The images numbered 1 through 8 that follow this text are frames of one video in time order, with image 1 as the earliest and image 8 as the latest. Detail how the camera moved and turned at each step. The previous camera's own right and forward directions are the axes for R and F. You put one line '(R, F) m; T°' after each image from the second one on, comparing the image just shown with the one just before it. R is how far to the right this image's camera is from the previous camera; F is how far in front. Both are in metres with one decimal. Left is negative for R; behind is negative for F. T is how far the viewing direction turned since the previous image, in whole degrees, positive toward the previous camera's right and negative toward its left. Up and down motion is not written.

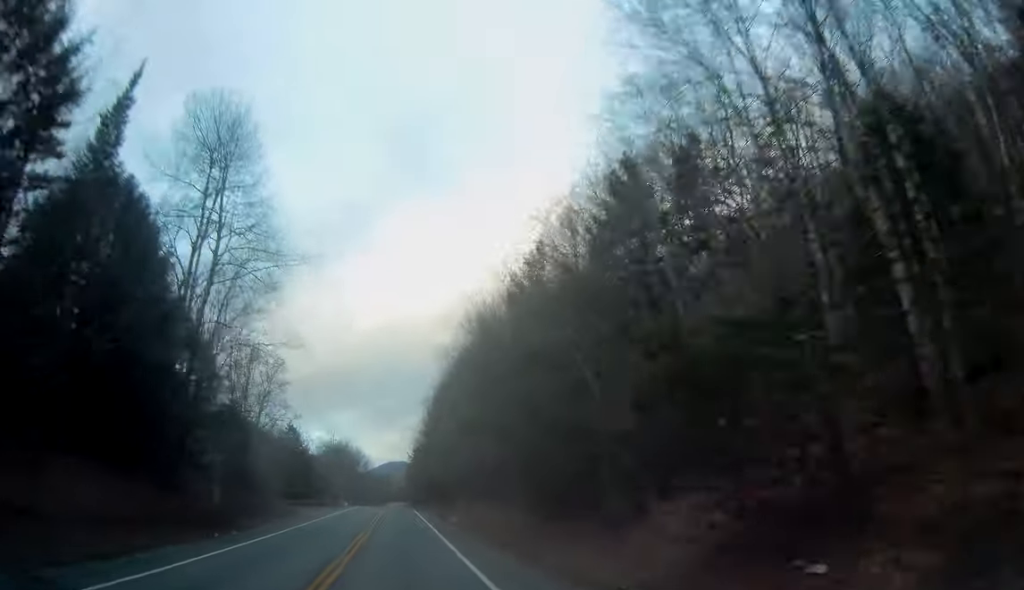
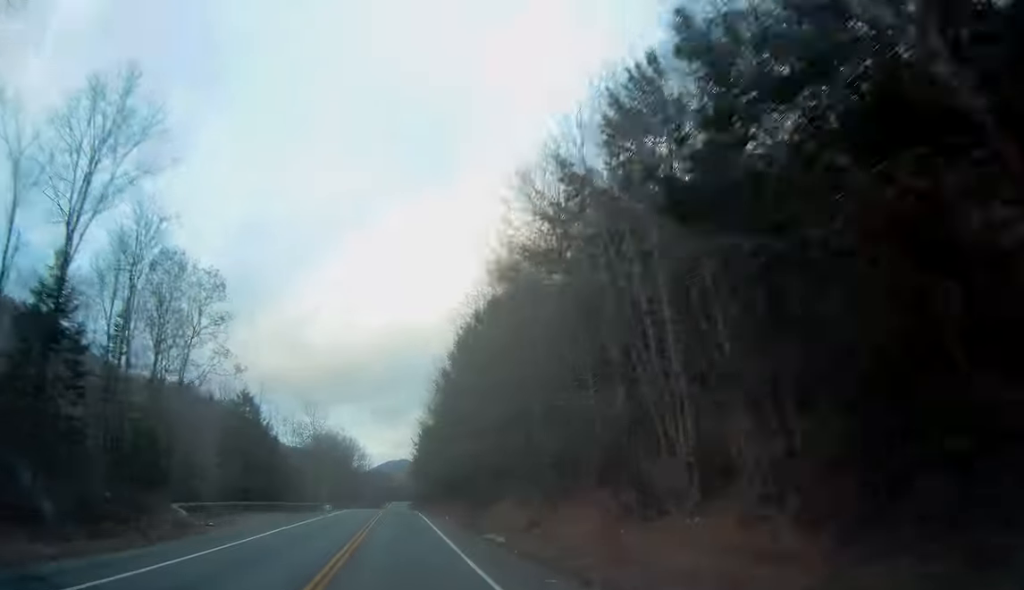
(-0.2, +26.1) m; -1°
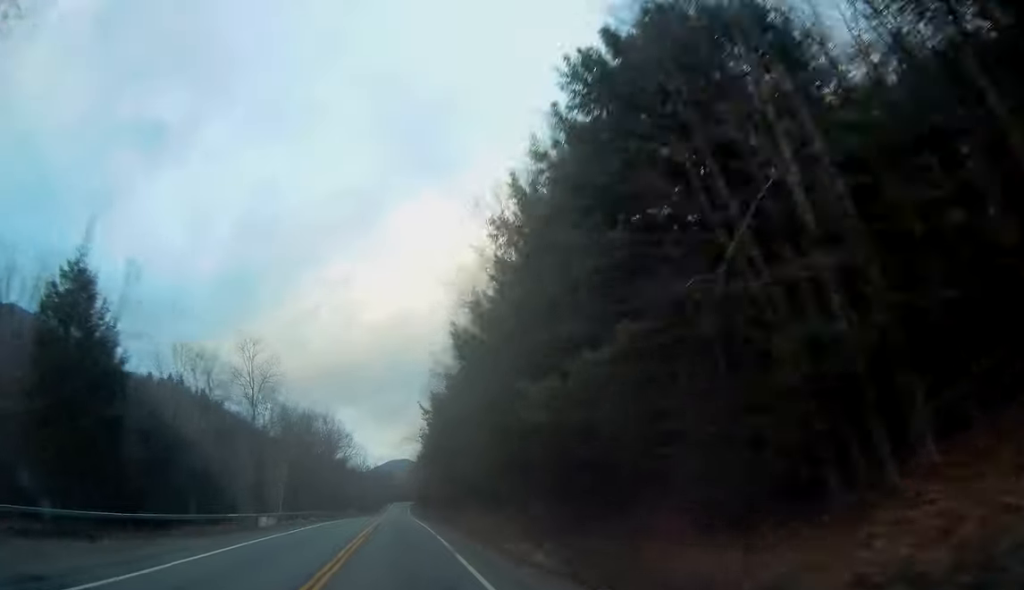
(-0.2, +34.0) m; -1°
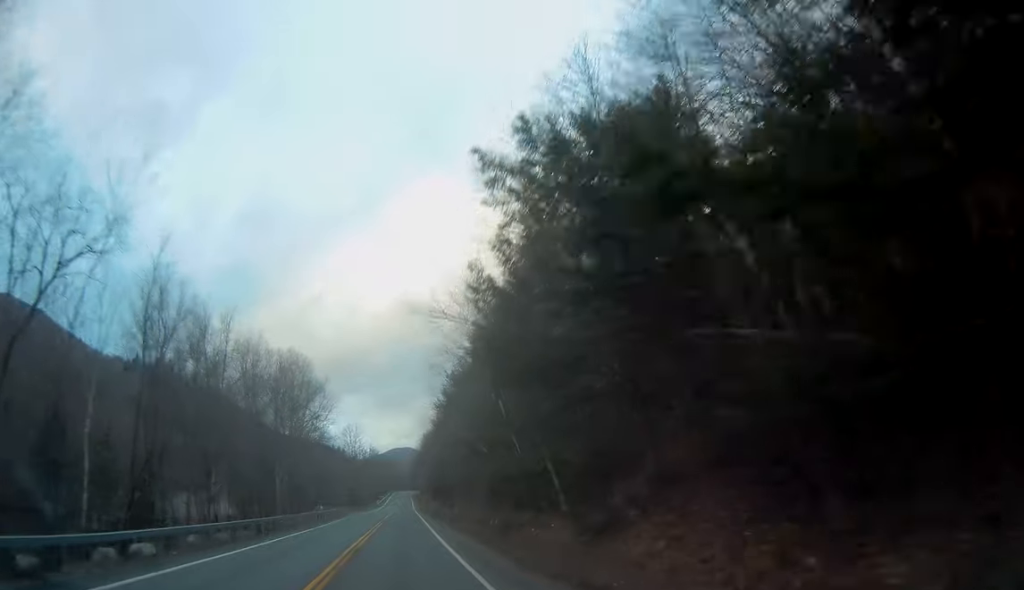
(-0.5, +37.6) m; 0°
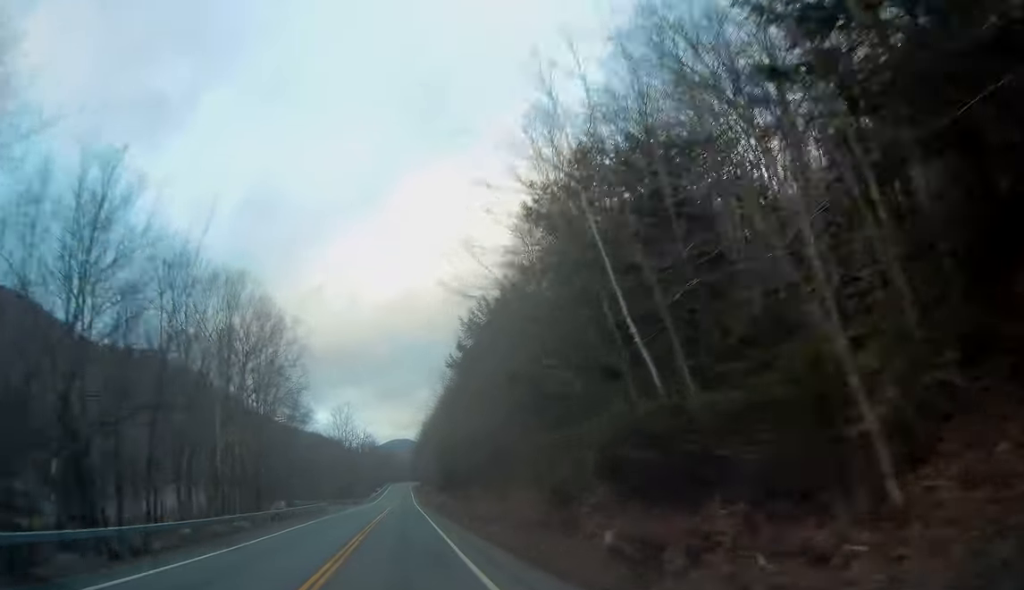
(+0.3, +18.9) m; +1°
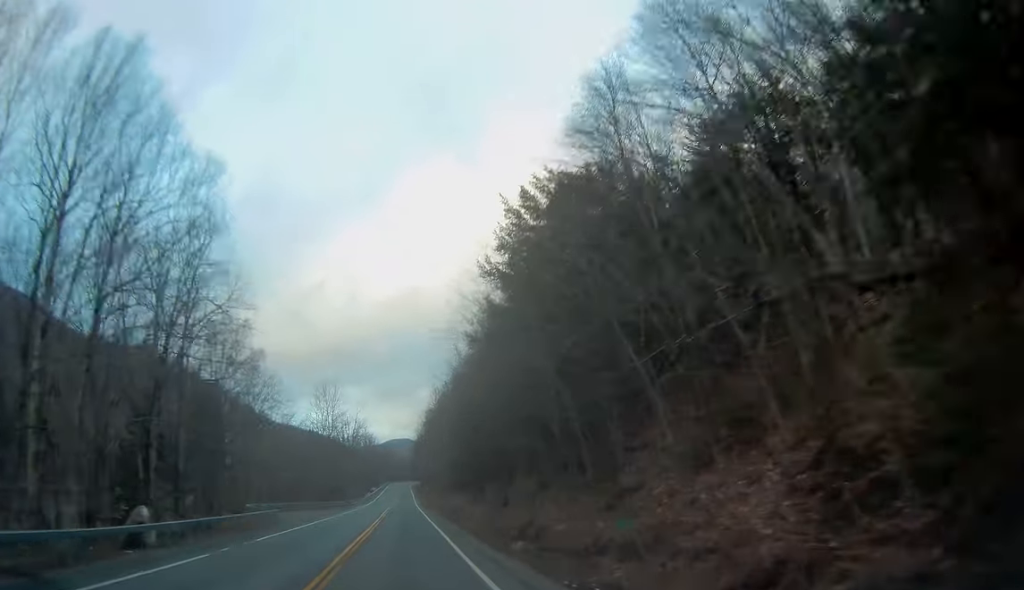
(+0.2, +22.6) m; 0°
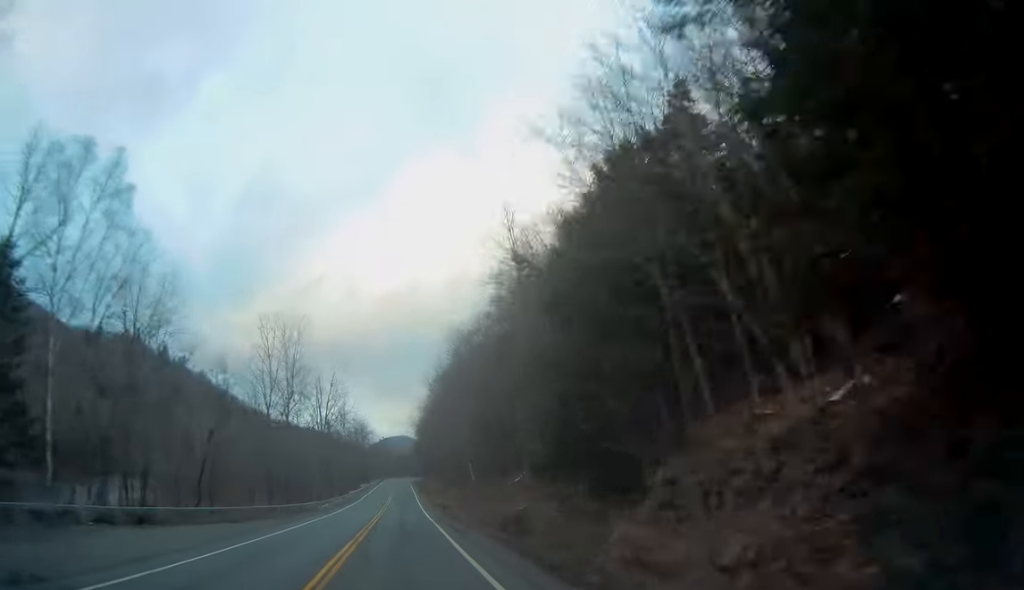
(-0.5, +34.3) m; -1°
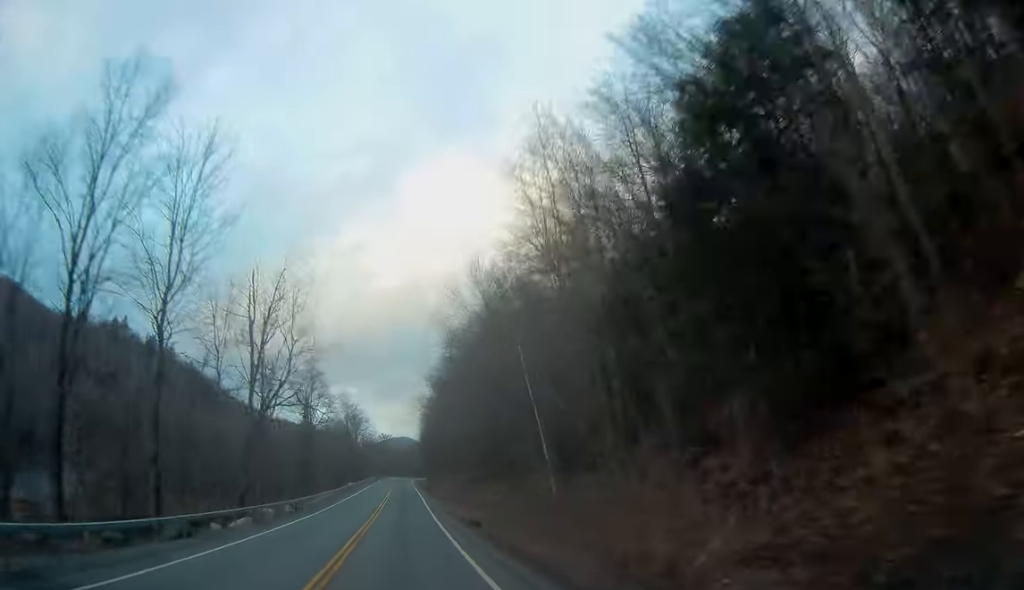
(+0.4, +35.0) m; +1°
